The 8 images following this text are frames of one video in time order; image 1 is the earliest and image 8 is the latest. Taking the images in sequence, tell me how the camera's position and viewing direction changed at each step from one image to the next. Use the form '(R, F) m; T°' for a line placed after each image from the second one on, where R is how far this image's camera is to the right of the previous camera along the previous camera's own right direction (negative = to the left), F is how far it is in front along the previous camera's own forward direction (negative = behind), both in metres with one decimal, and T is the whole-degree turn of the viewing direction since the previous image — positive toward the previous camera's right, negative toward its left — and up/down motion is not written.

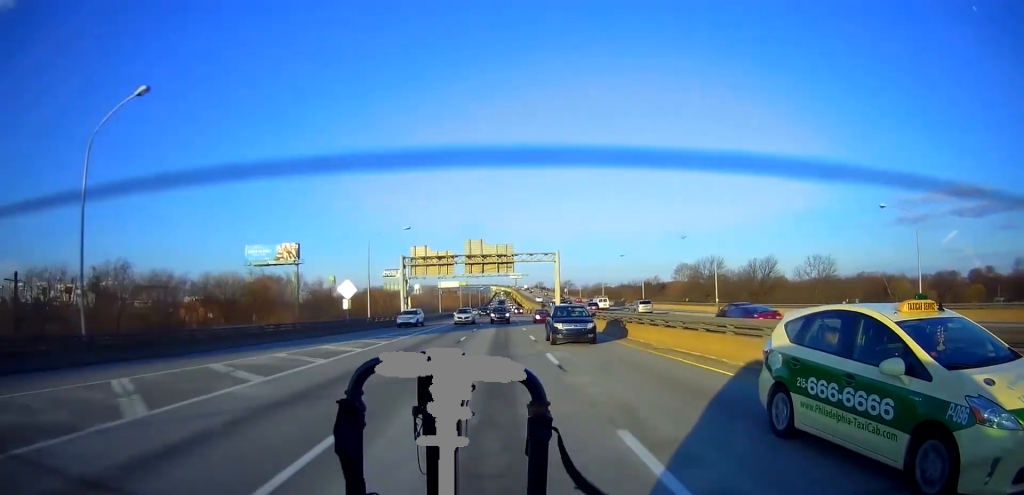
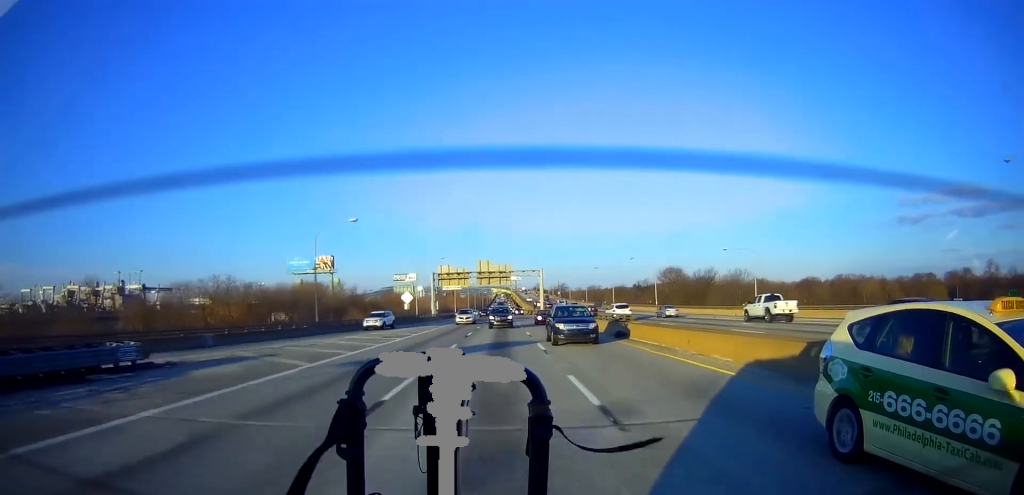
(0.0, +30.4) m; 0°
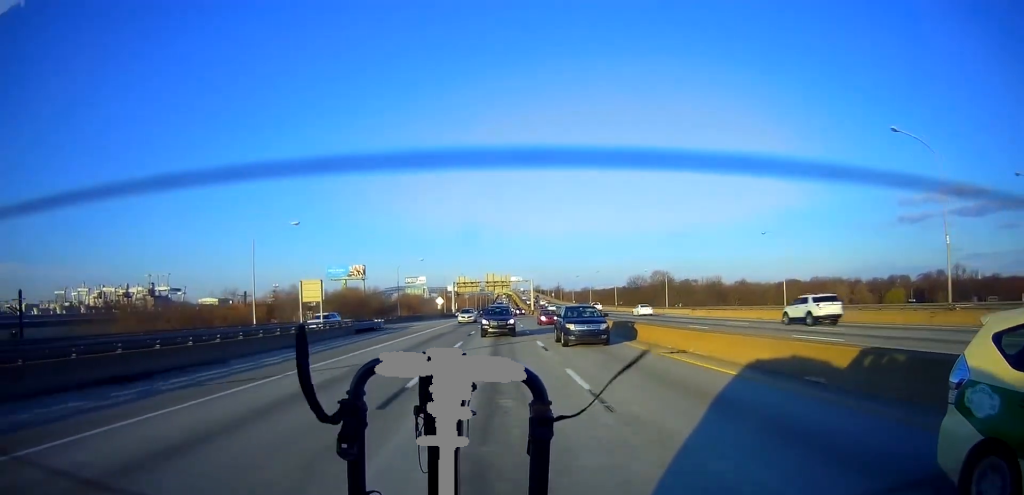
(-0.2, +38.7) m; 0°
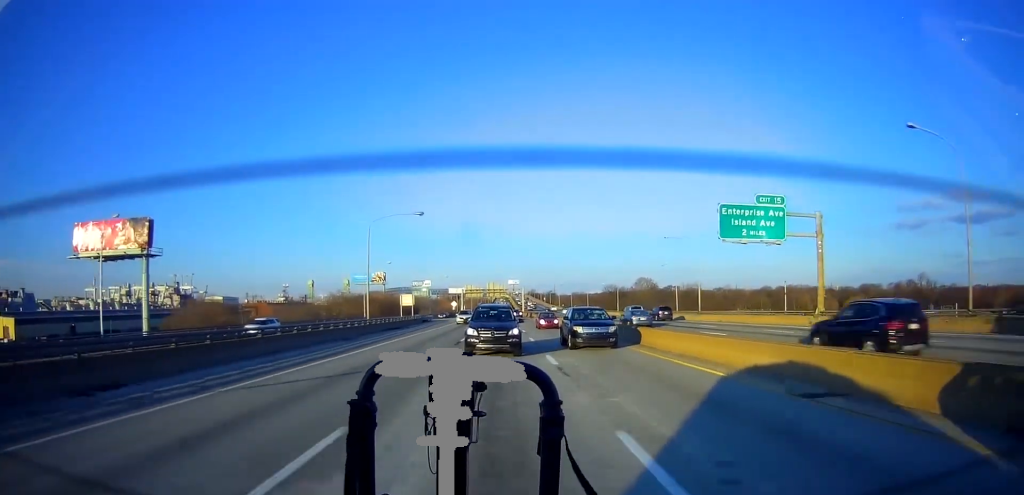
(+0.1, +42.2) m; 0°
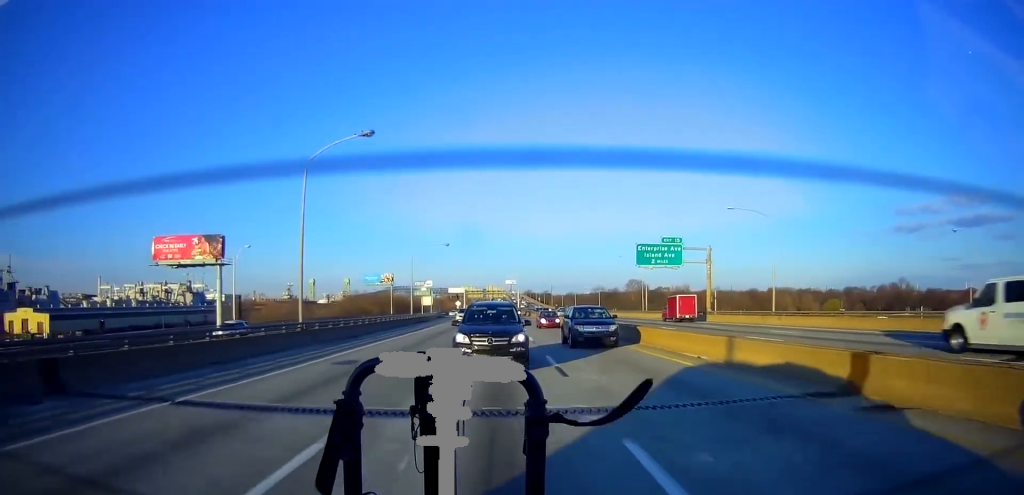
(0.0, +24.3) m; 0°
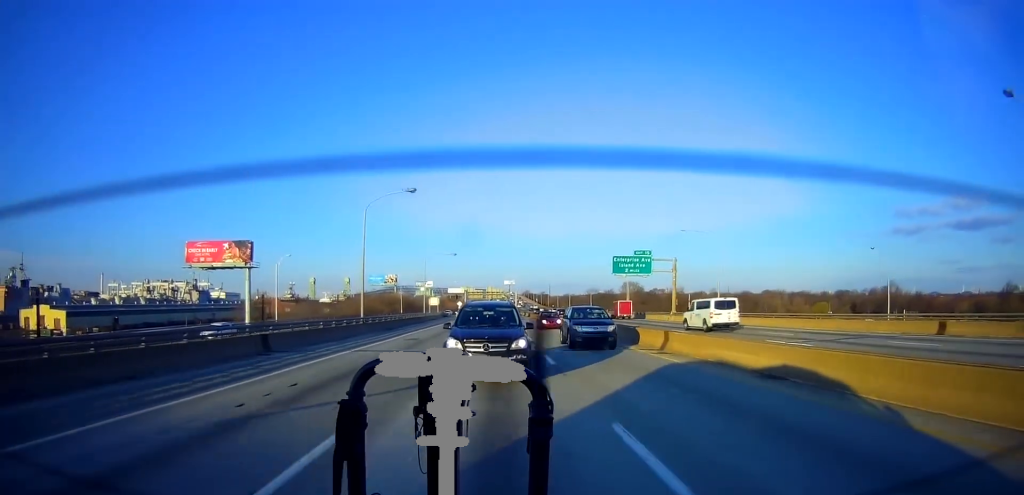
(-0.1, +12.4) m; 0°
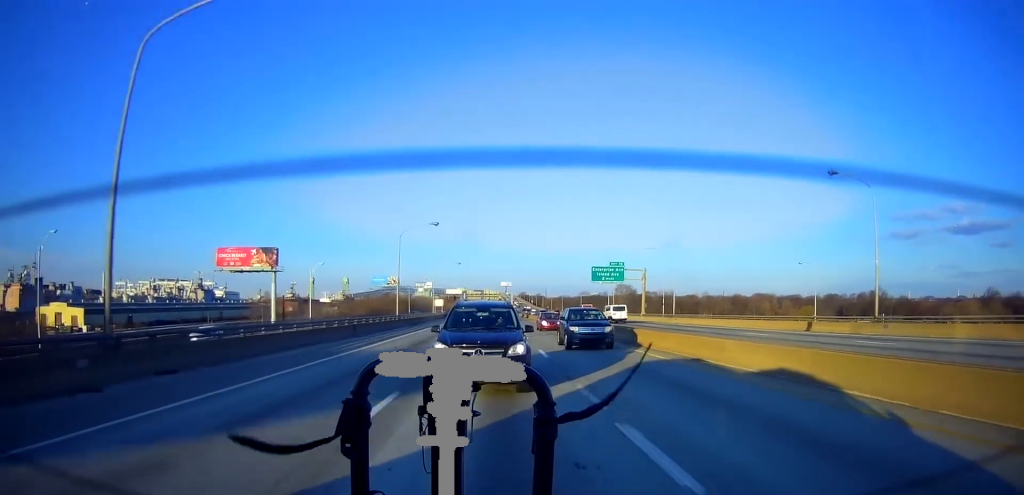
(0.0, +15.1) m; 0°
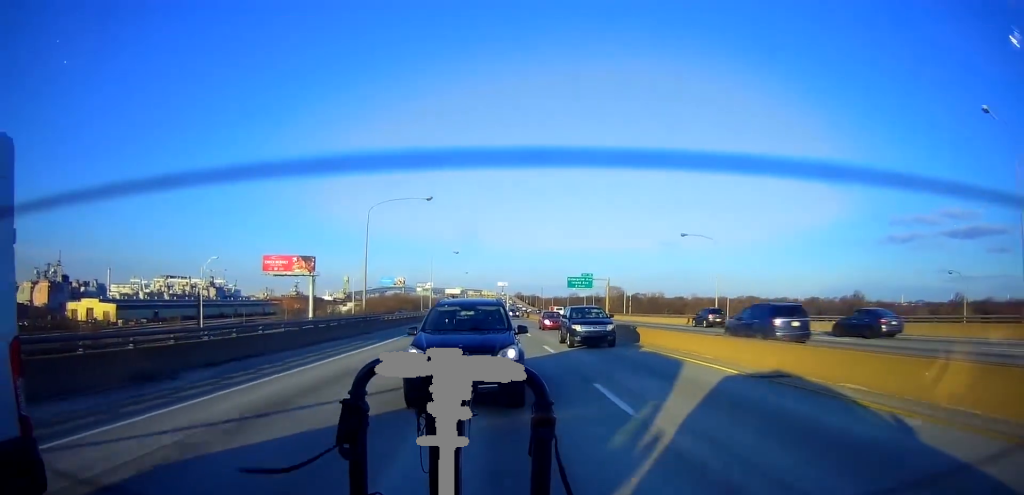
(0.0, +28.2) m; 0°
